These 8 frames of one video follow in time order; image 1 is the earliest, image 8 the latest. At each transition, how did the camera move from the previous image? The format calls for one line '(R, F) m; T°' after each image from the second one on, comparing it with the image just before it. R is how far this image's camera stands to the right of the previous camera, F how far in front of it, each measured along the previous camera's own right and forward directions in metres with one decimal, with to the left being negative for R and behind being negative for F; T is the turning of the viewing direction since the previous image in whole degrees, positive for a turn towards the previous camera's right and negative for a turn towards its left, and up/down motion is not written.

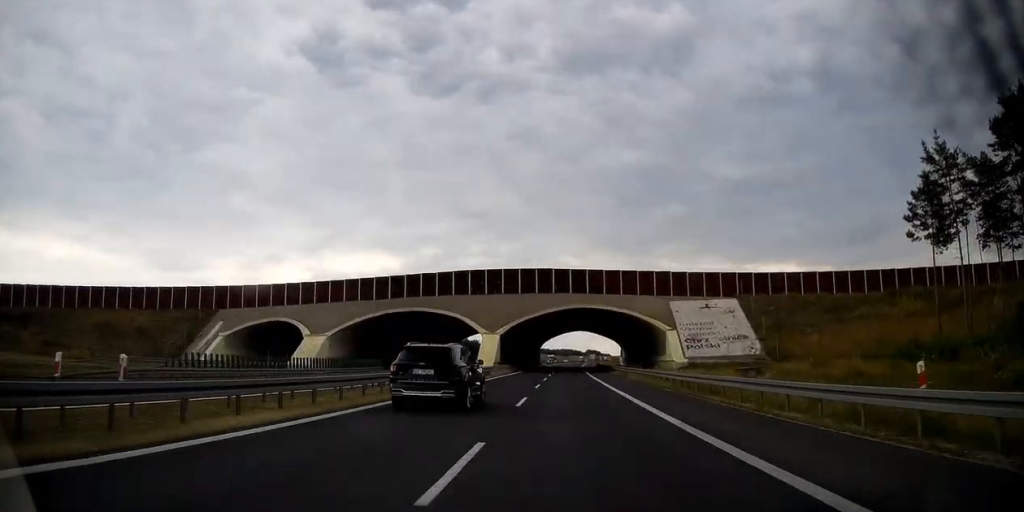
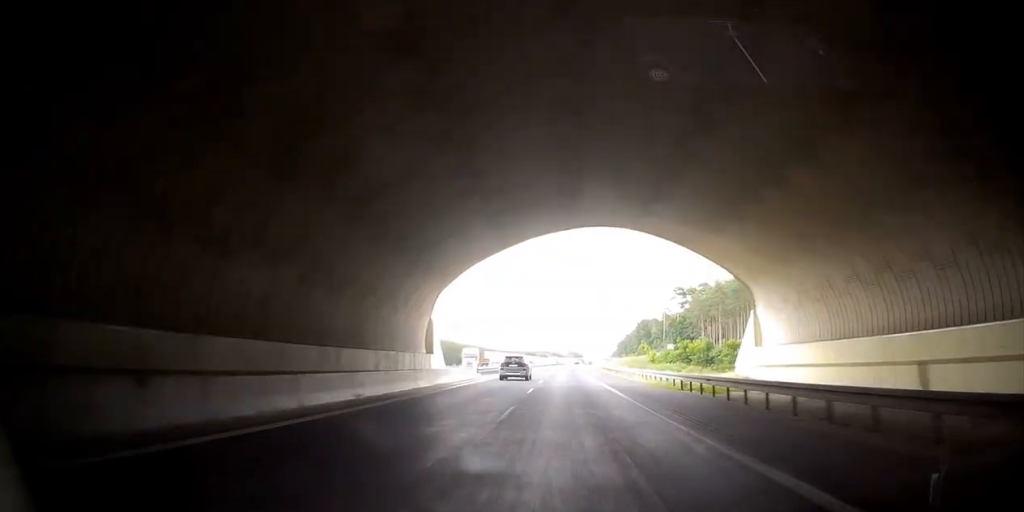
(+1.5, +101.1) m; +2°
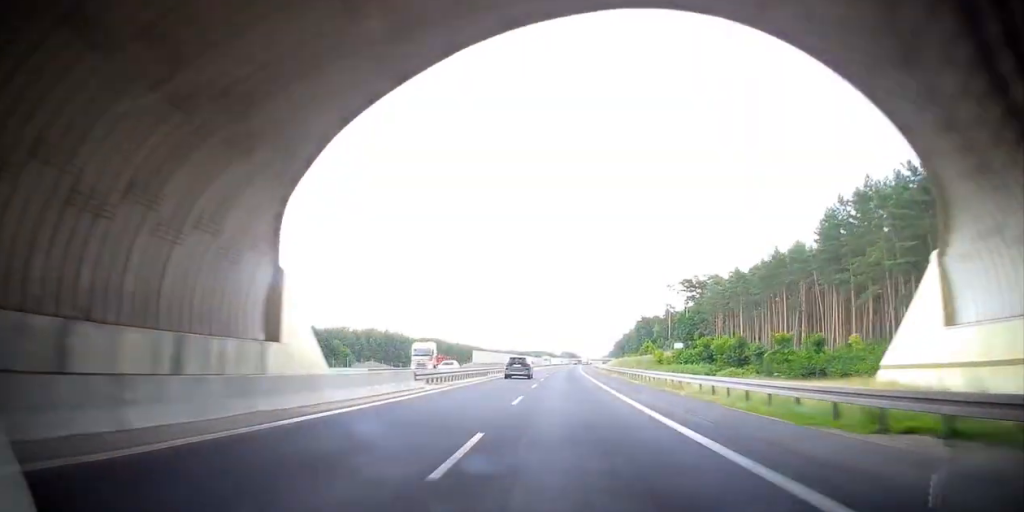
(+0.1, +18.5) m; +1°
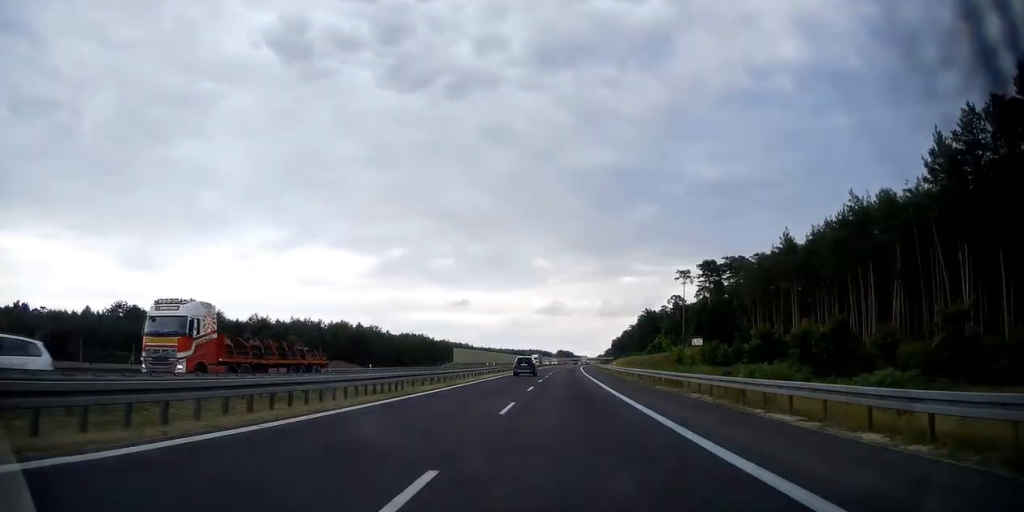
(+0.1, +27.7) m; +1°
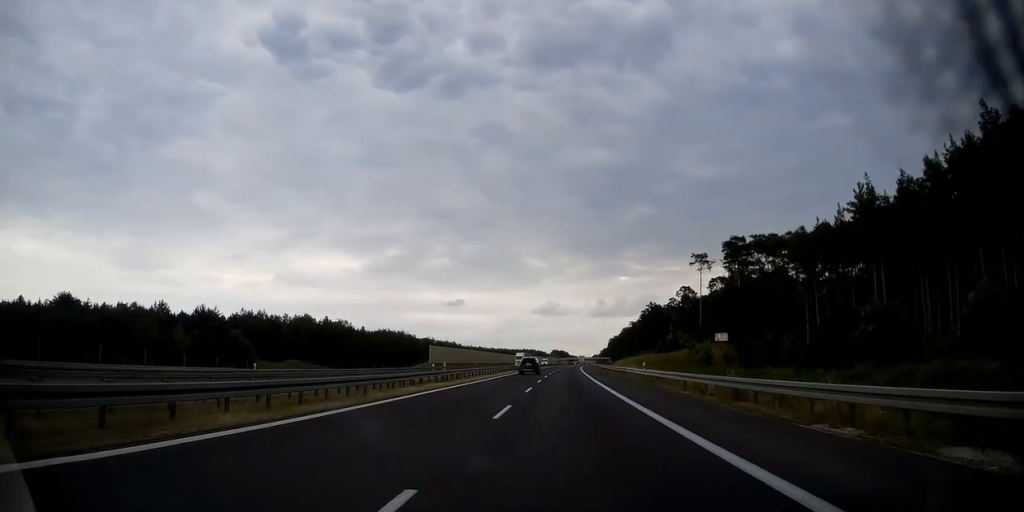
(+0.3, +25.3) m; 0°
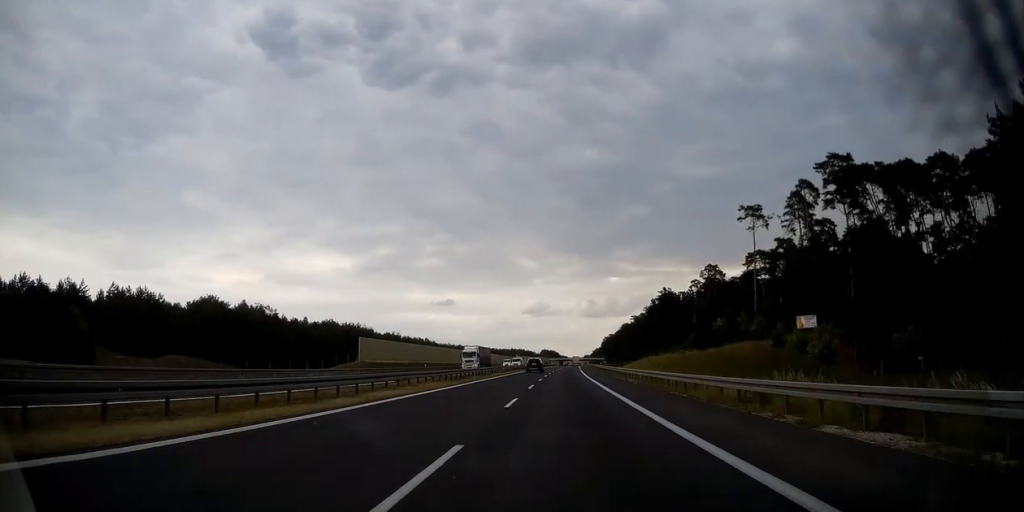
(+0.1, +44.8) m; +1°
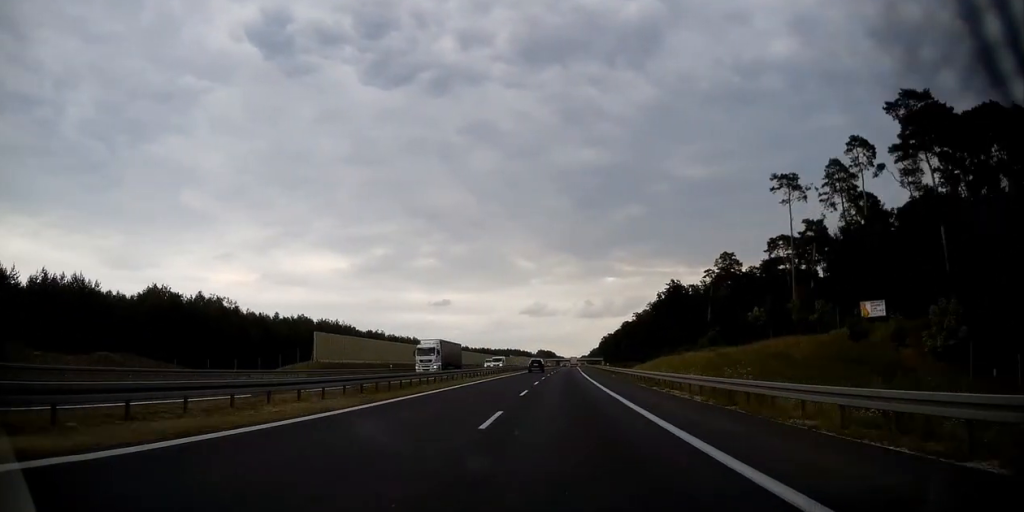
(+0.2, +17.2) m; 0°
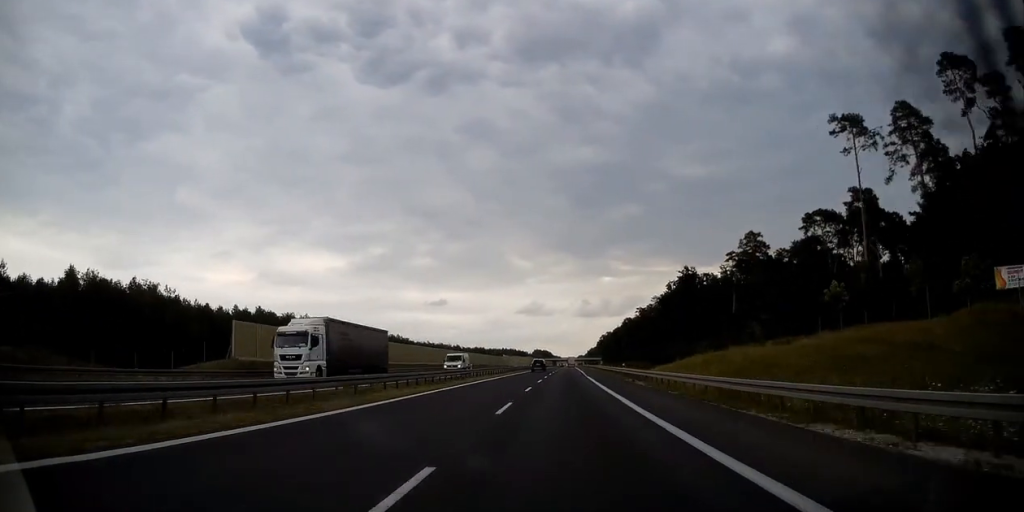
(+0.2, +20.7) m; 0°
